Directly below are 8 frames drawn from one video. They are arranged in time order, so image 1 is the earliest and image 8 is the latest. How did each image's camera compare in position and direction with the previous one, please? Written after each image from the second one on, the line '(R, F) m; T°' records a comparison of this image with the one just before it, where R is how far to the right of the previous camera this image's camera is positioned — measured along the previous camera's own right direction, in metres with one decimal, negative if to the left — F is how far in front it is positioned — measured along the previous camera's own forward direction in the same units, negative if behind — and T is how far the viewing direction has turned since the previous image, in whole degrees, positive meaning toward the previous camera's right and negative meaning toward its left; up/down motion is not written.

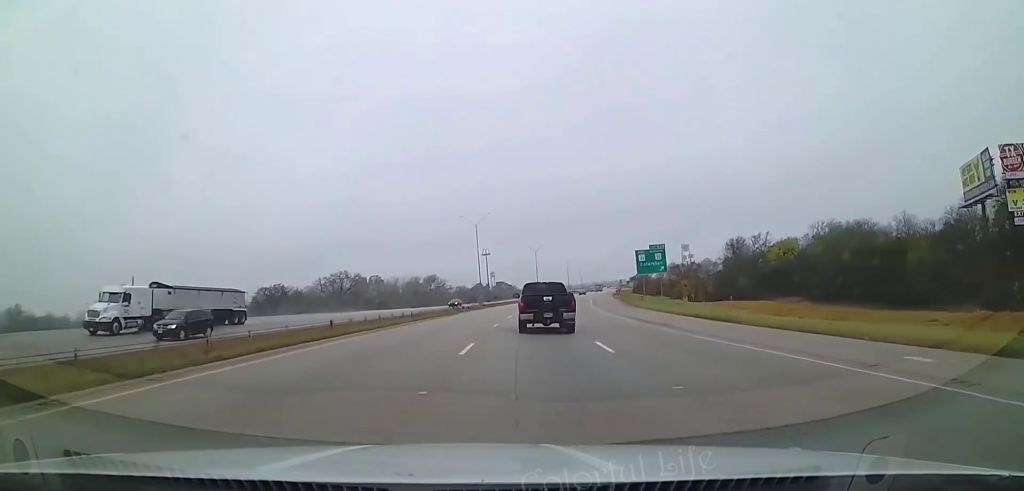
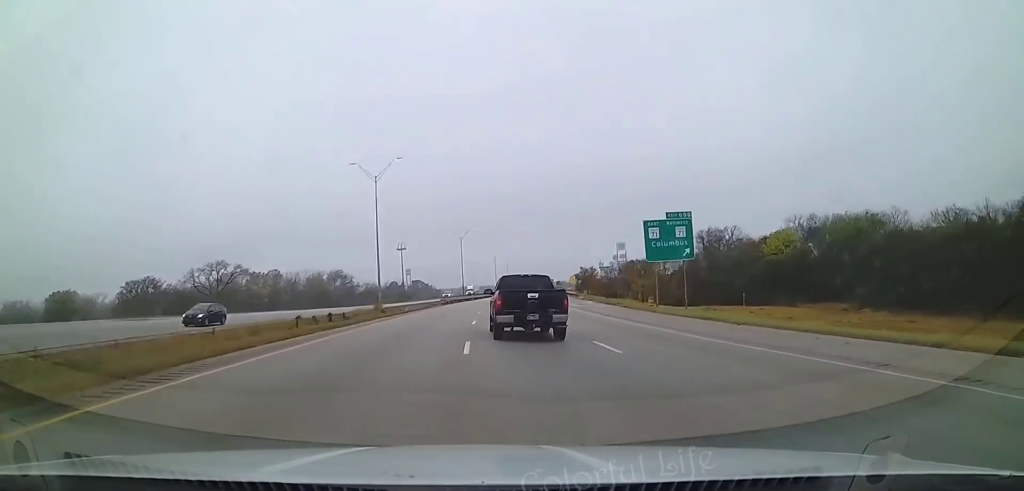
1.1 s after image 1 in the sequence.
(+1.1, +37.5) m; +4°
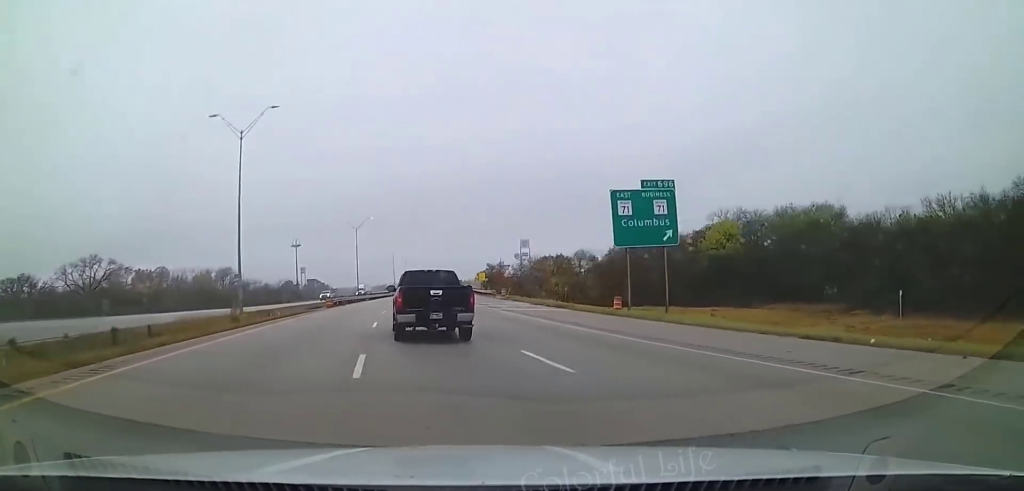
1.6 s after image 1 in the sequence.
(+0.3, +16.4) m; +3°
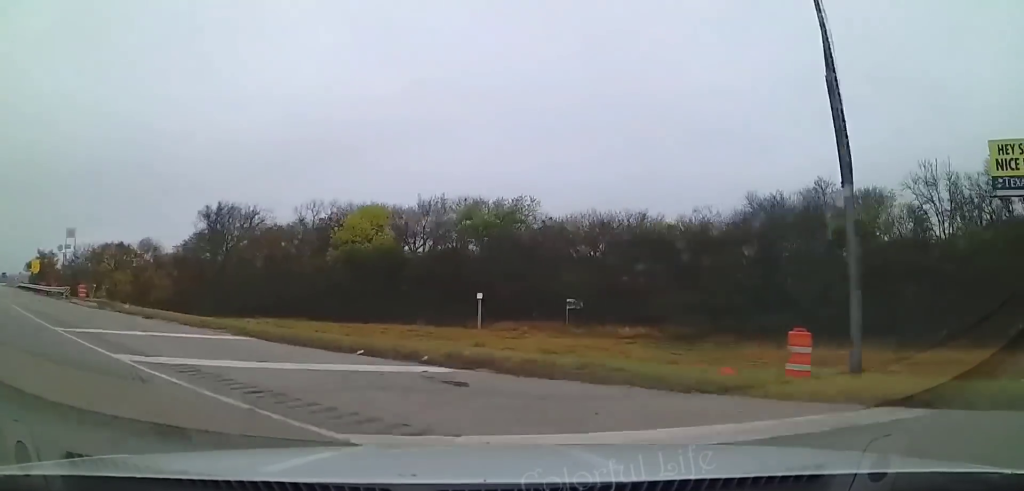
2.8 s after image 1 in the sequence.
(+3.1, +36.3) m; +13°
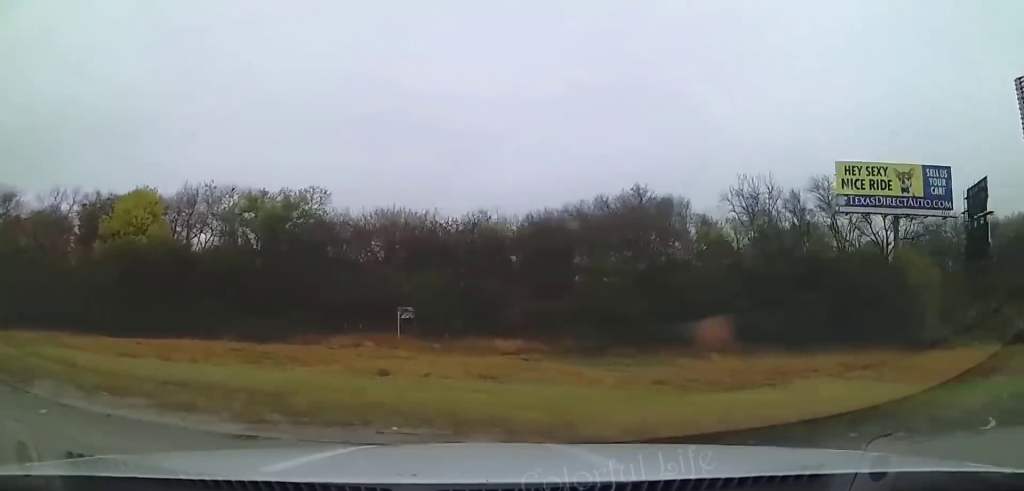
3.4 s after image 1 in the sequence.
(+0.6, +15.6) m; +7°
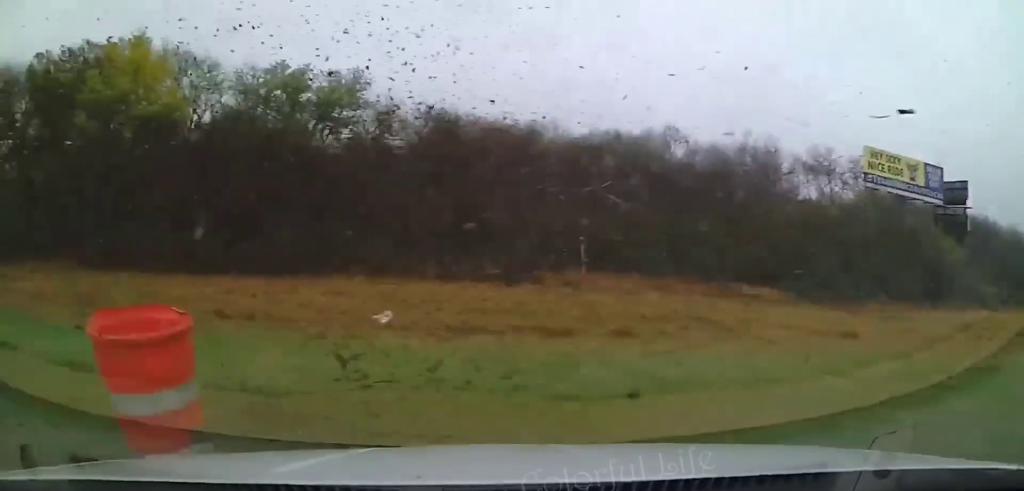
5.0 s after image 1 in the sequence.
(+4.1, +35.4) m; +5°
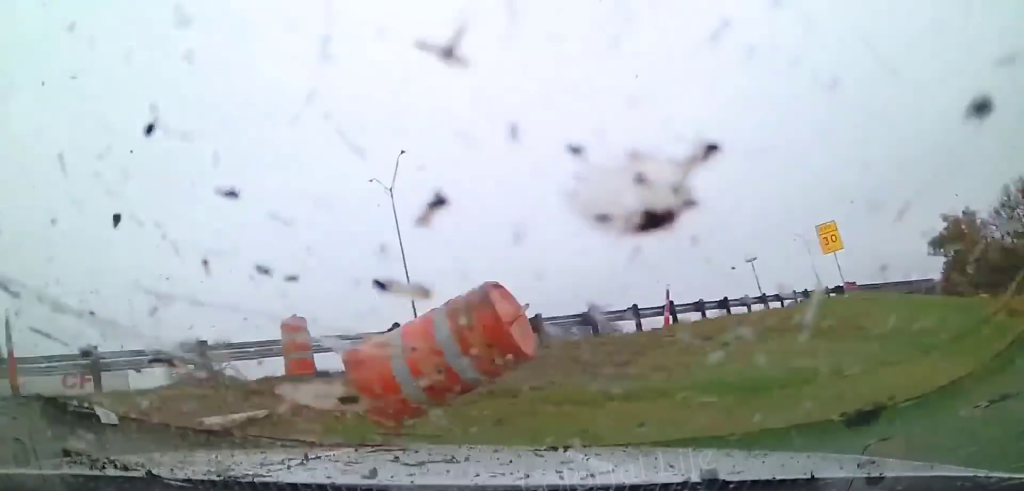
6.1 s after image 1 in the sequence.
(-0.4, +17.7) m; +14°
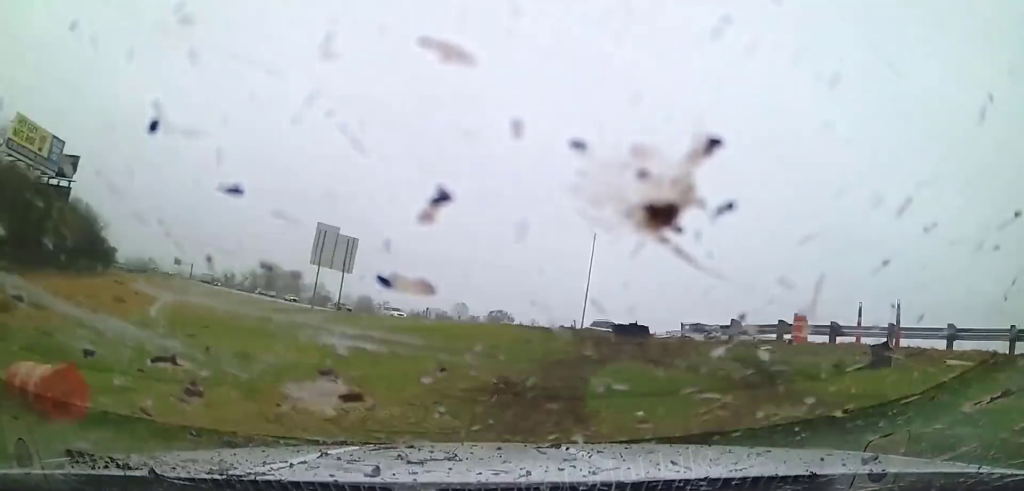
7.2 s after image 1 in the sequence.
(+4.7, +10.2) m; +49°
